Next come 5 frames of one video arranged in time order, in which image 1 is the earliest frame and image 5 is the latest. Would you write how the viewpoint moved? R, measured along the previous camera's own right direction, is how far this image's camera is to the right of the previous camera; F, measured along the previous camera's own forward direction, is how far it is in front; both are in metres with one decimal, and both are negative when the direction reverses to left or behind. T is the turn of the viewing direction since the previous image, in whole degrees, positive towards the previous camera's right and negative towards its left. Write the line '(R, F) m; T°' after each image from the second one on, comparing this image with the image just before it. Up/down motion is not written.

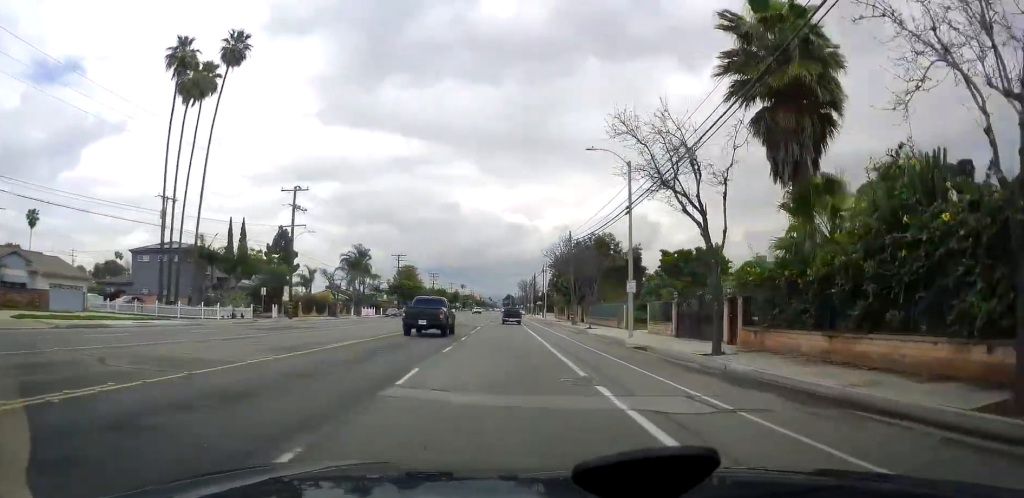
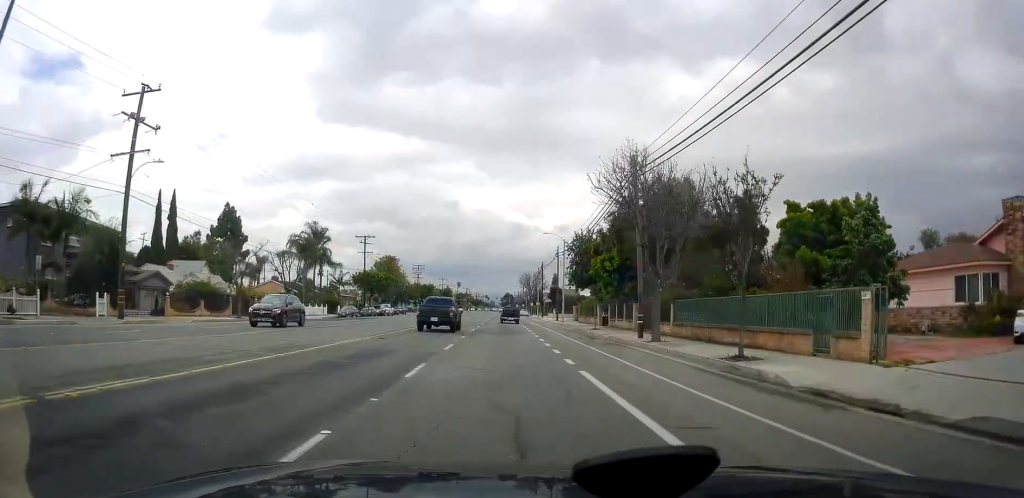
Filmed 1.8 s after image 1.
(0.0, +28.8) m; -2°
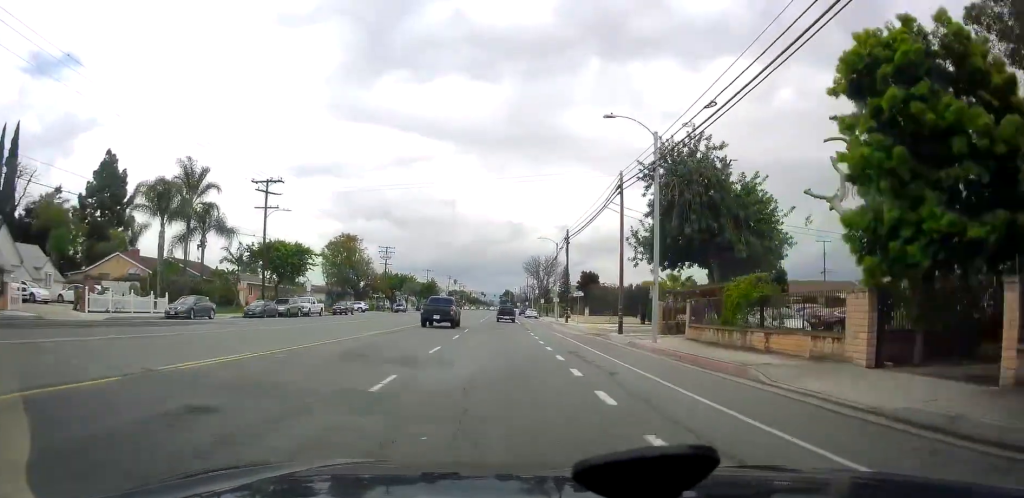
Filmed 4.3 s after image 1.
(-0.2, +39.2) m; 0°
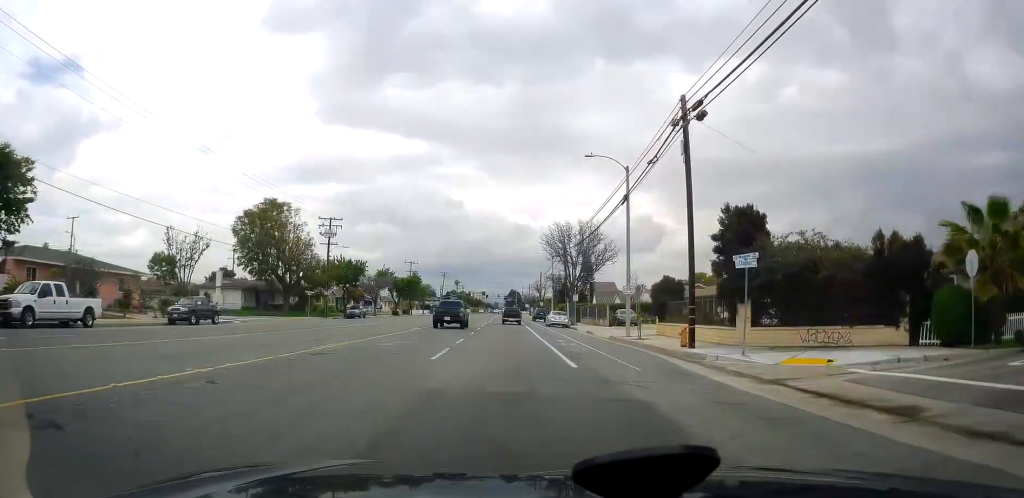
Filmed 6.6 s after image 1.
(+0.6, +37.8) m; +1°
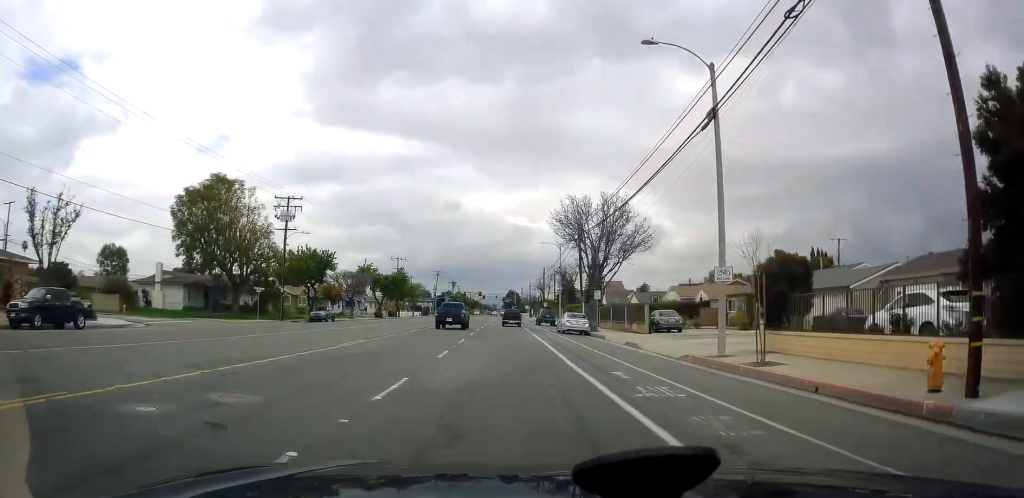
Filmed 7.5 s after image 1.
(-0.3, +13.8) m; -1°
